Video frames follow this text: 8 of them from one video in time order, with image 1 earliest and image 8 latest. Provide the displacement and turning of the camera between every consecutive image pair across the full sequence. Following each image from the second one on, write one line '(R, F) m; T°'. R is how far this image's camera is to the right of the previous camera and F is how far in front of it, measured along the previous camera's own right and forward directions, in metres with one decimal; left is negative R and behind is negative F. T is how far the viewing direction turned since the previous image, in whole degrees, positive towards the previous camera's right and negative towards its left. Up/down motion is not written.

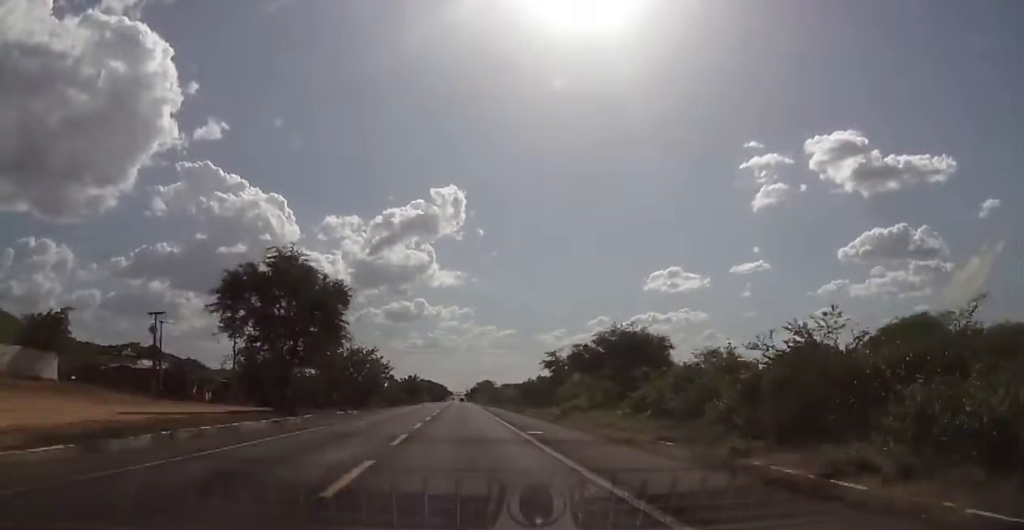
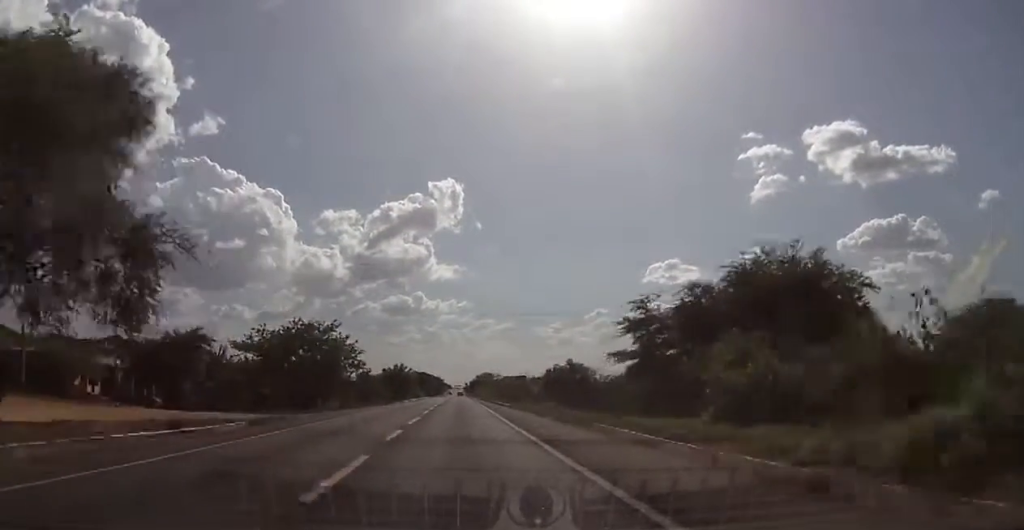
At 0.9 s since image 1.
(+0.2, +32.6) m; 0°
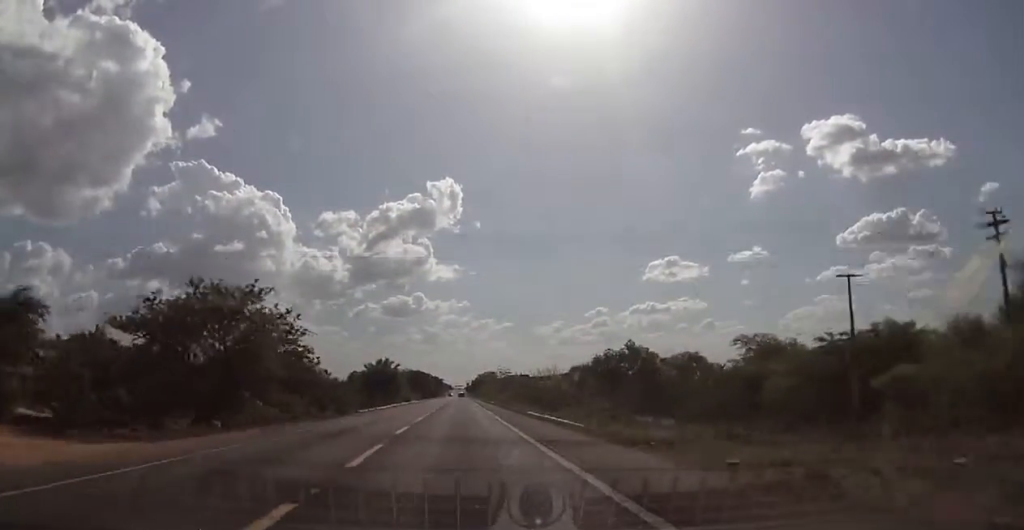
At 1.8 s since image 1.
(0.0, +28.7) m; 0°
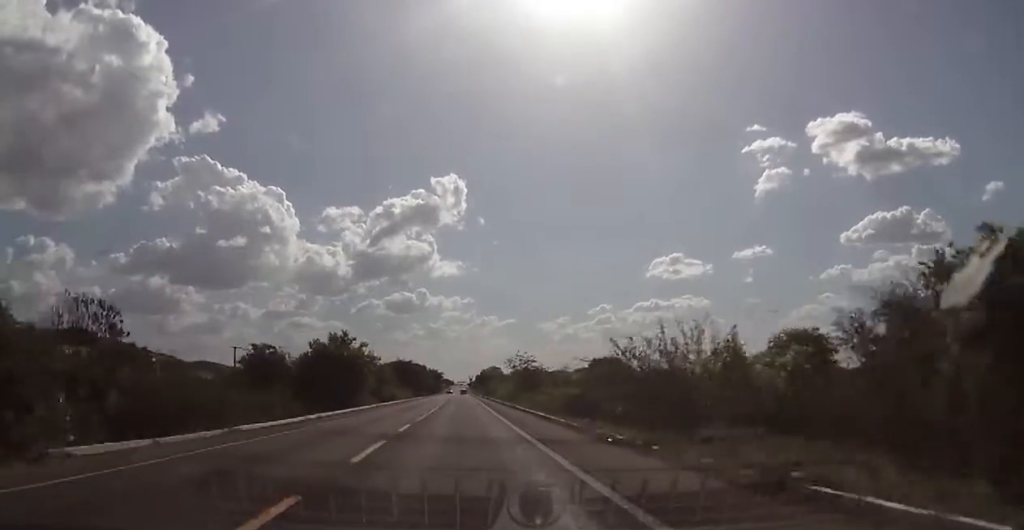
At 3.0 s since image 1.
(-0.1, +40.0) m; 0°
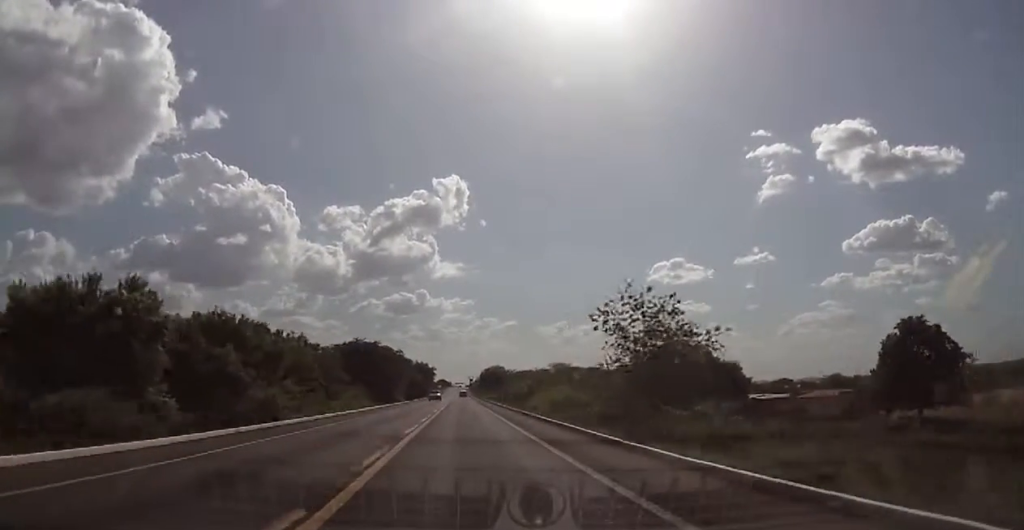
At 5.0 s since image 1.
(-0.2, +65.3) m; 0°
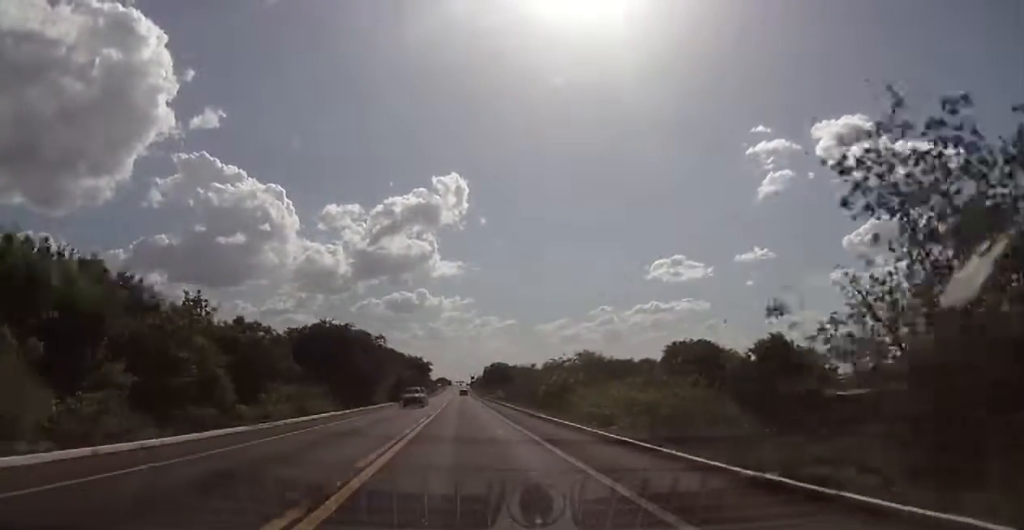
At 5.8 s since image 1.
(+0.1, +23.9) m; 0°
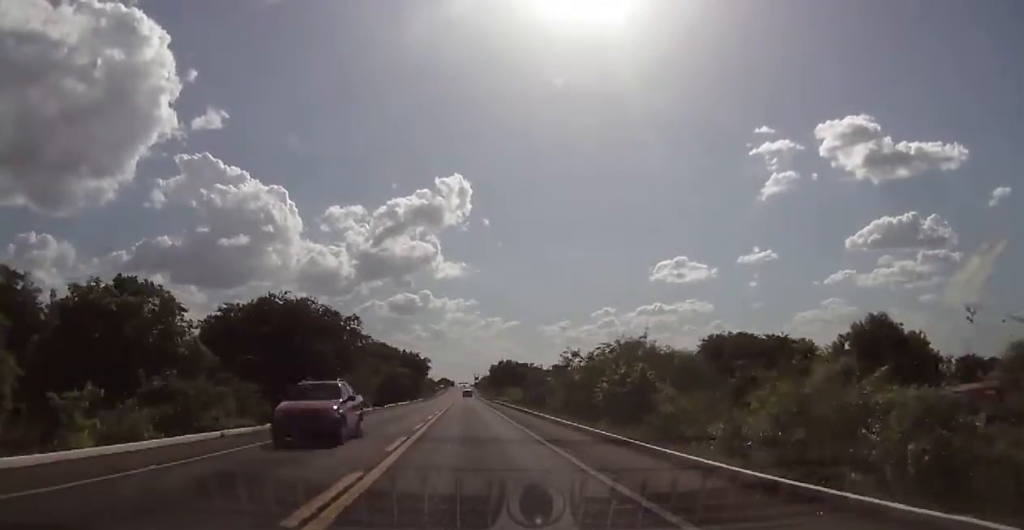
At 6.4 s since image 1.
(+0.1, +20.6) m; 0°
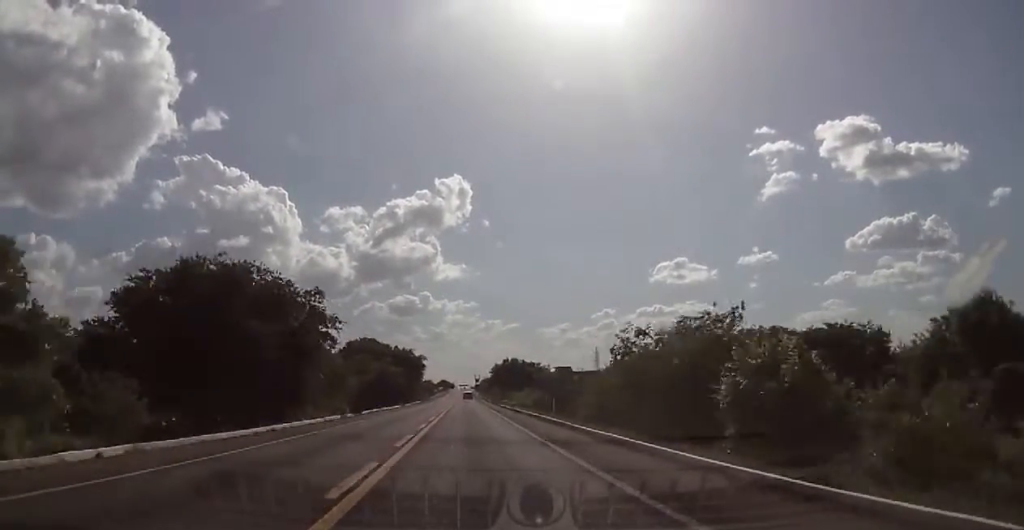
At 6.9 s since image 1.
(-0.1, +14.2) m; 0°
